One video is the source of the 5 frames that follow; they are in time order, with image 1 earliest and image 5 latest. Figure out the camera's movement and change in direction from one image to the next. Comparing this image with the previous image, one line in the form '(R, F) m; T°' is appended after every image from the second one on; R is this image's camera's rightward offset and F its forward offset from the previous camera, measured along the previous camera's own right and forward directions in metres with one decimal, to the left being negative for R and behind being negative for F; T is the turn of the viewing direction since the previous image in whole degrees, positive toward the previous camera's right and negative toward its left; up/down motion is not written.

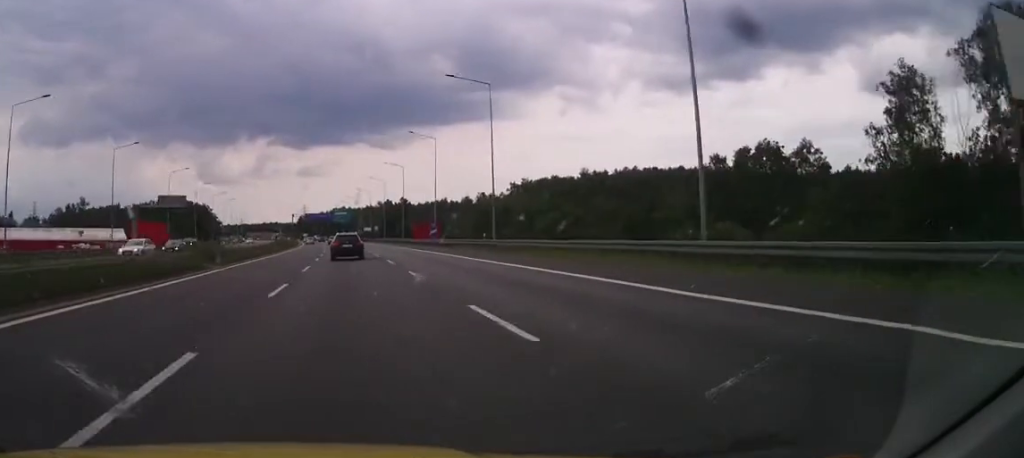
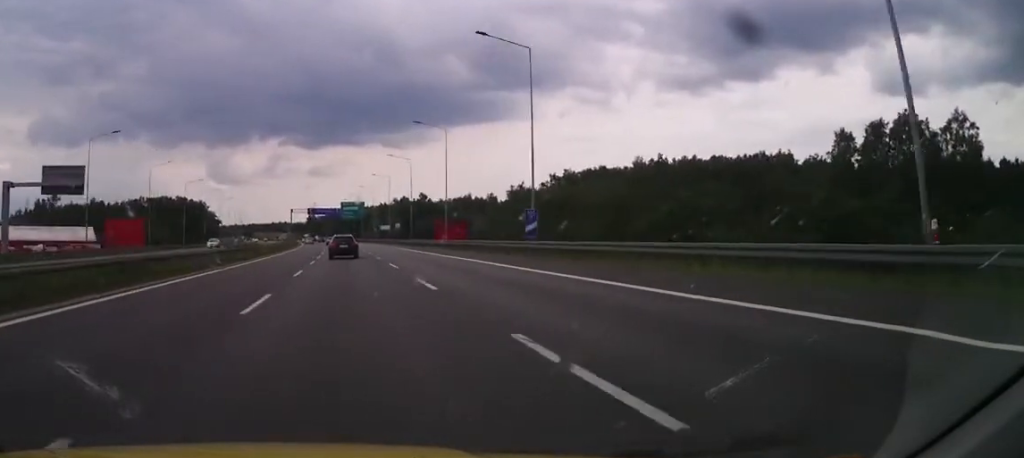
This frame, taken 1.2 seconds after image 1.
(+0.6, +38.8) m; 0°
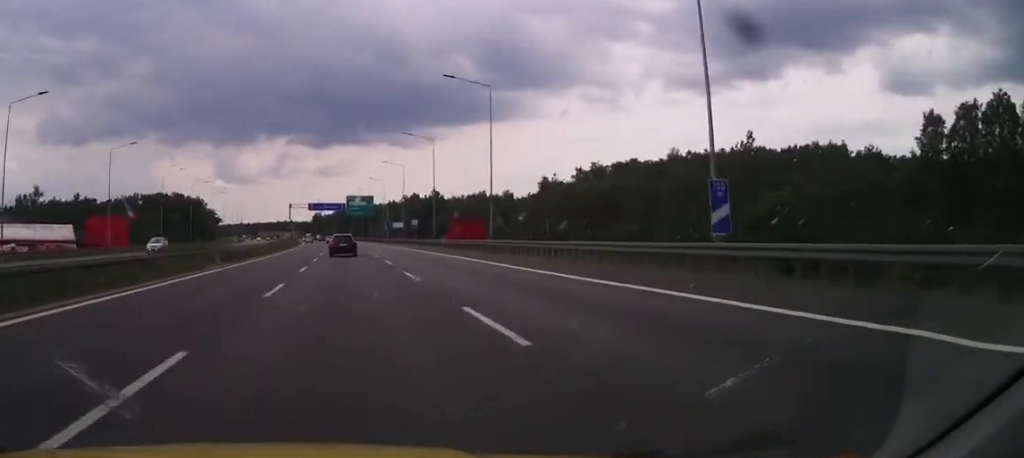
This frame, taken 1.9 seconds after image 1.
(-0.4, +20.1) m; -1°
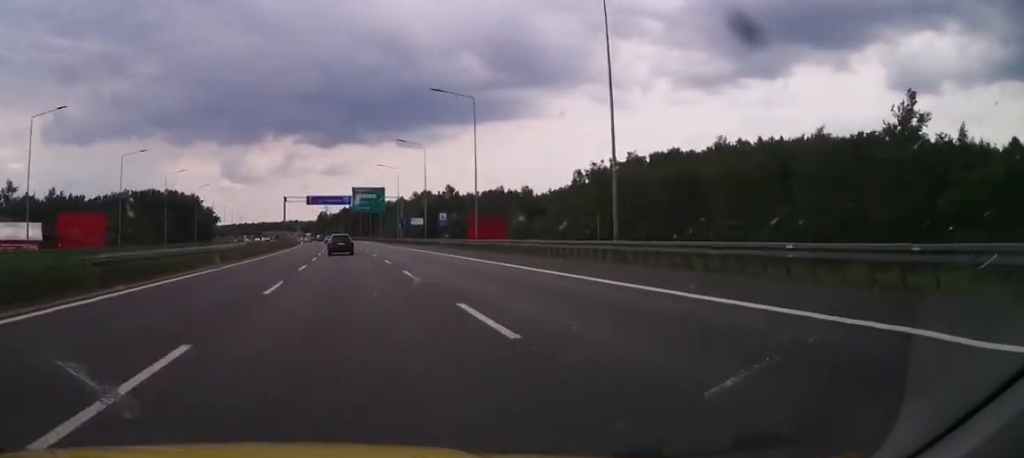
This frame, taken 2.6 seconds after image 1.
(-0.2, +23.3) m; -1°
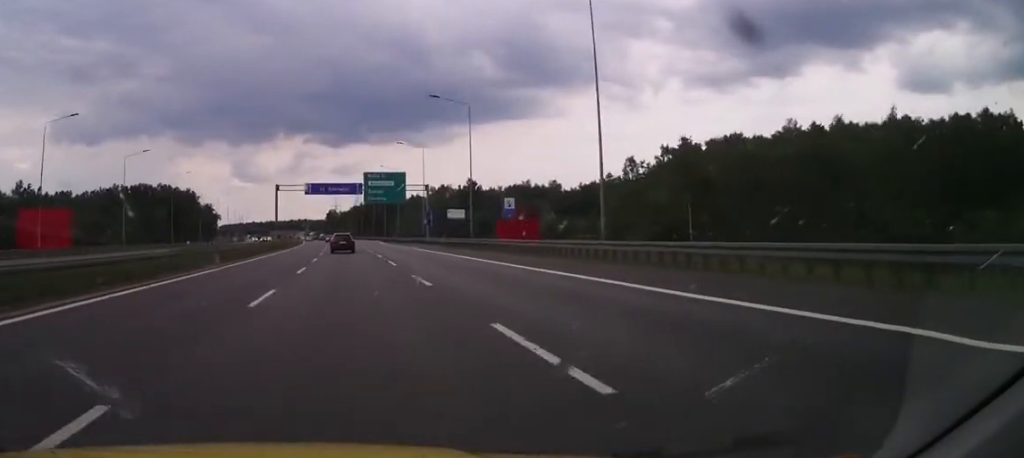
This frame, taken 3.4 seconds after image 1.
(+0.1, +26.5) m; -1°
